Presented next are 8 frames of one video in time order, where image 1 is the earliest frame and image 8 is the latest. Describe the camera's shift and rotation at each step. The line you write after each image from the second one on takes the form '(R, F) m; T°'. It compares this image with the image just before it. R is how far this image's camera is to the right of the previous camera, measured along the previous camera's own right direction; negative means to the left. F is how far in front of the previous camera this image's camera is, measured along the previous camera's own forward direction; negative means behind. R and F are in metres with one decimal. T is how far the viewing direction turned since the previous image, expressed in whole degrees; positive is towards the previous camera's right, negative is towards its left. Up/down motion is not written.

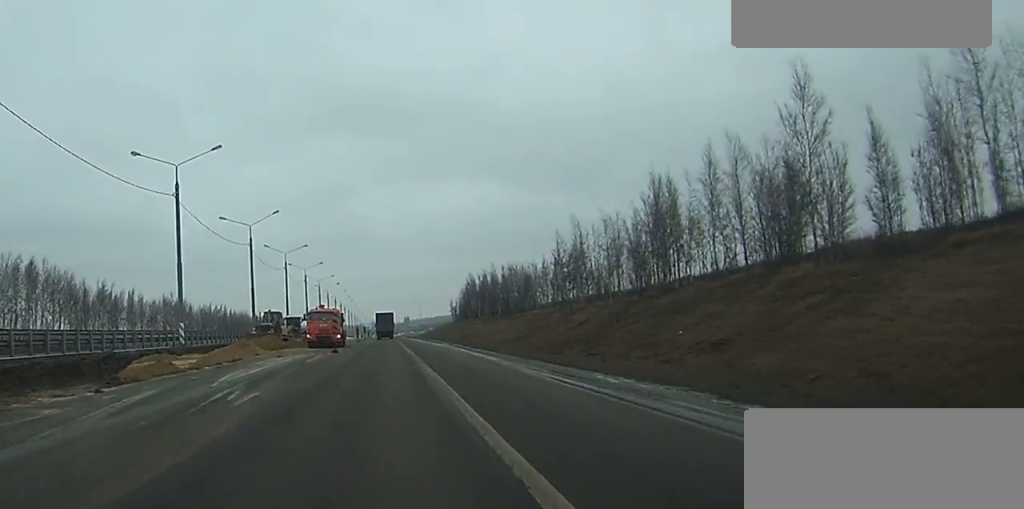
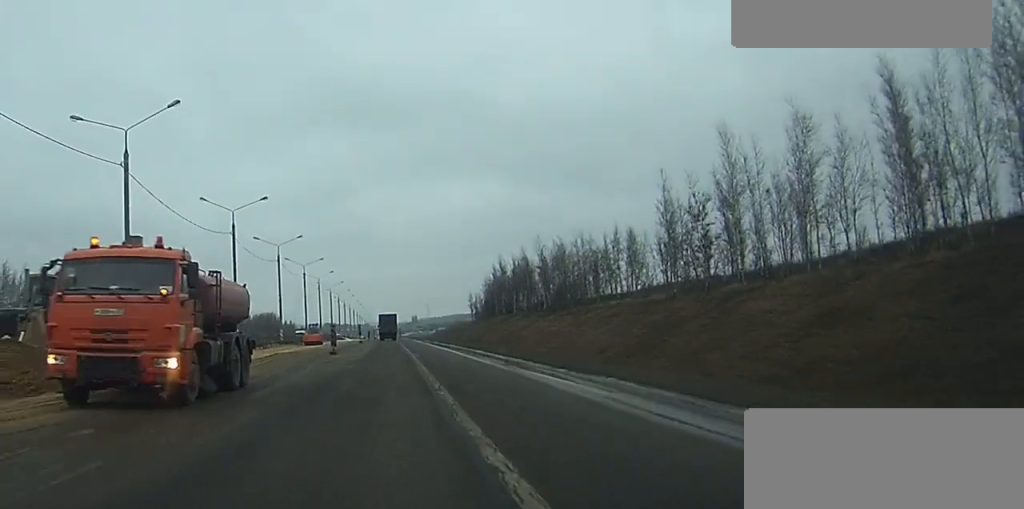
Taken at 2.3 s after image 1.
(-0.1, +45.3) m; -1°
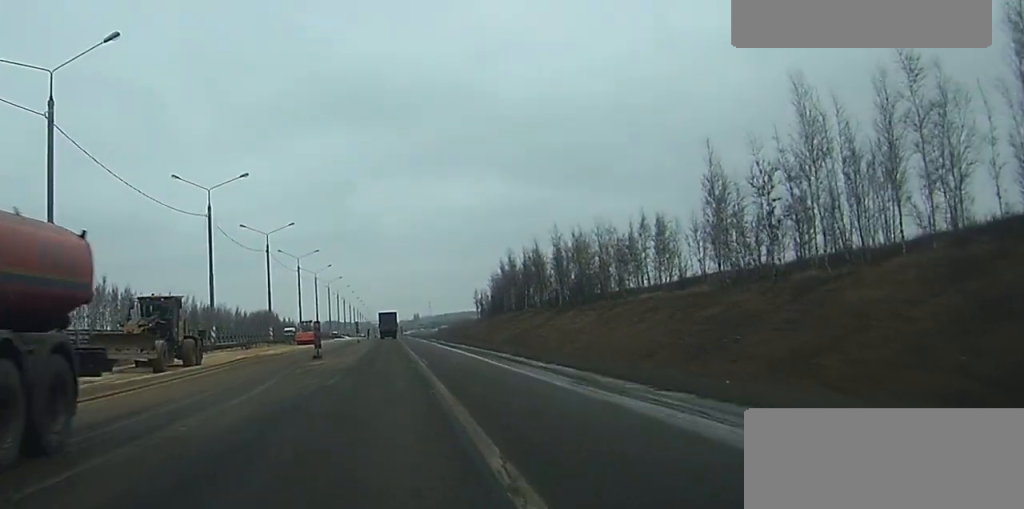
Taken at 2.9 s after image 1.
(0.0, +11.1) m; 0°
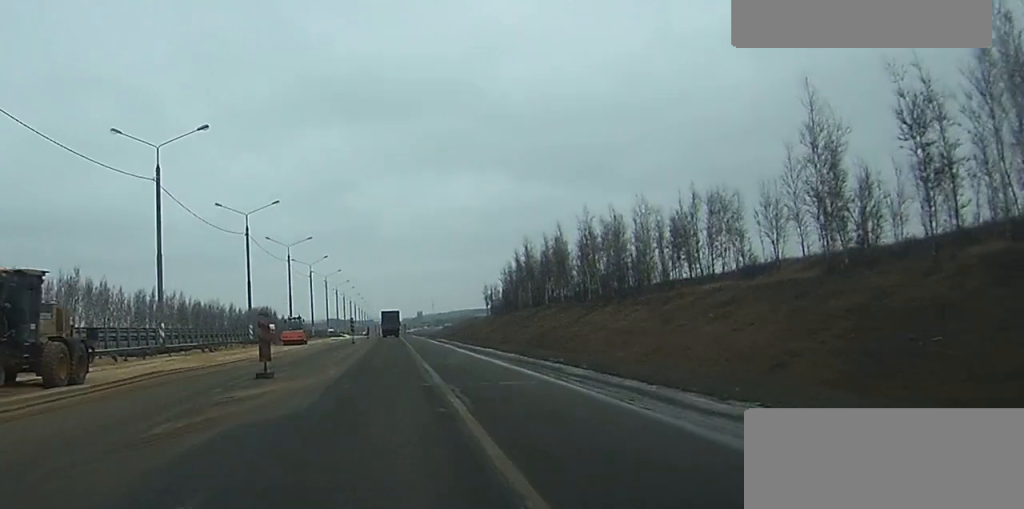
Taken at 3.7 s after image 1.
(-0.1, +15.7) m; 0°
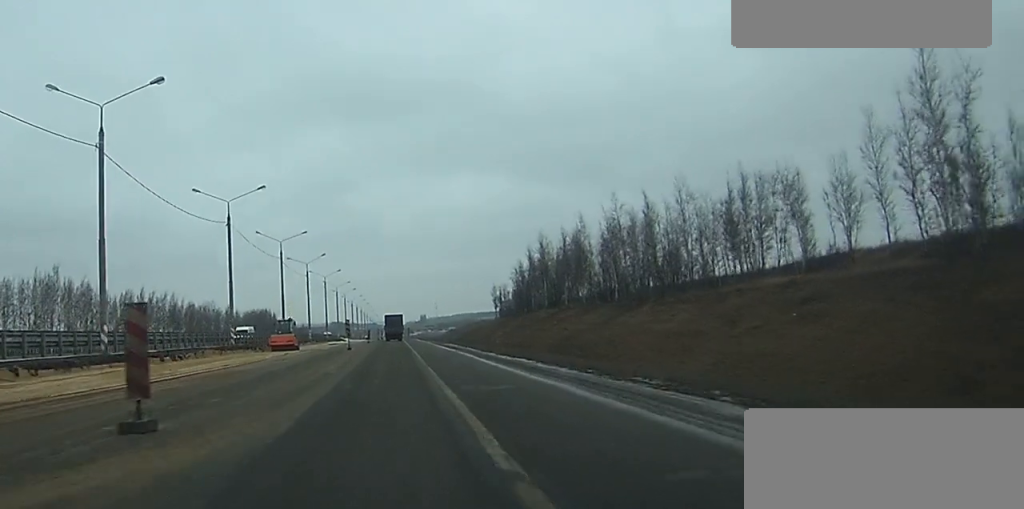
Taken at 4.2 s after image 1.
(0.0, +11.1) m; 0°
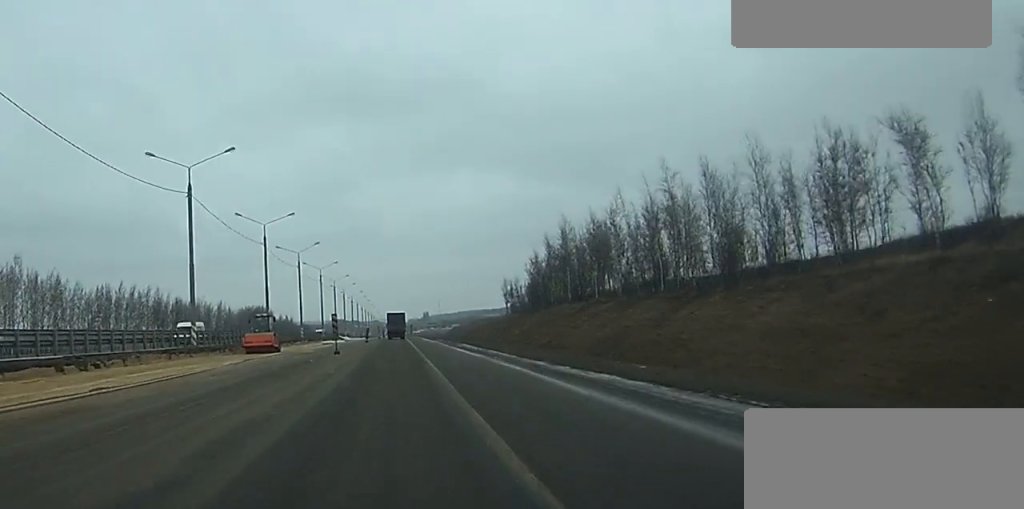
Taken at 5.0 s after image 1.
(0.0, +15.1) m; 0°
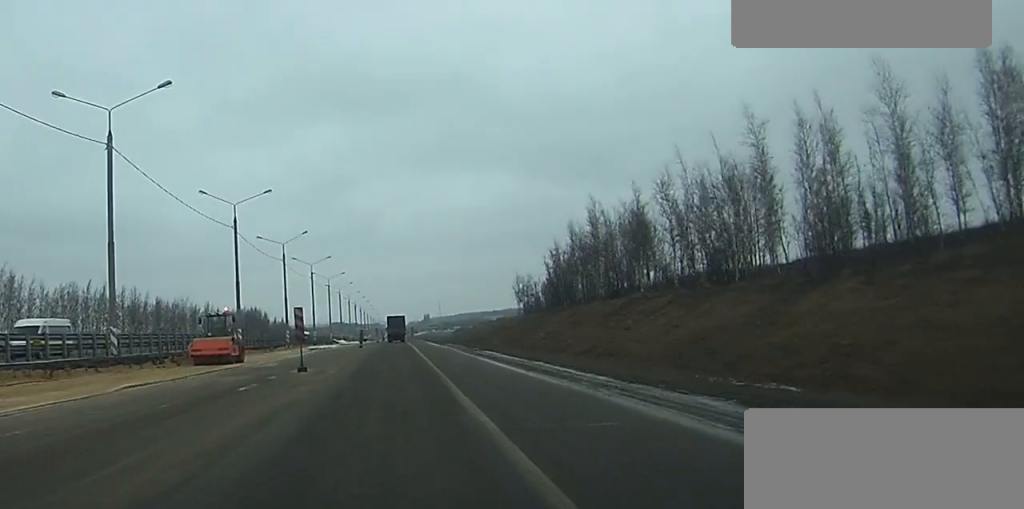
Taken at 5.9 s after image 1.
(0.0, +17.1) m; 0°
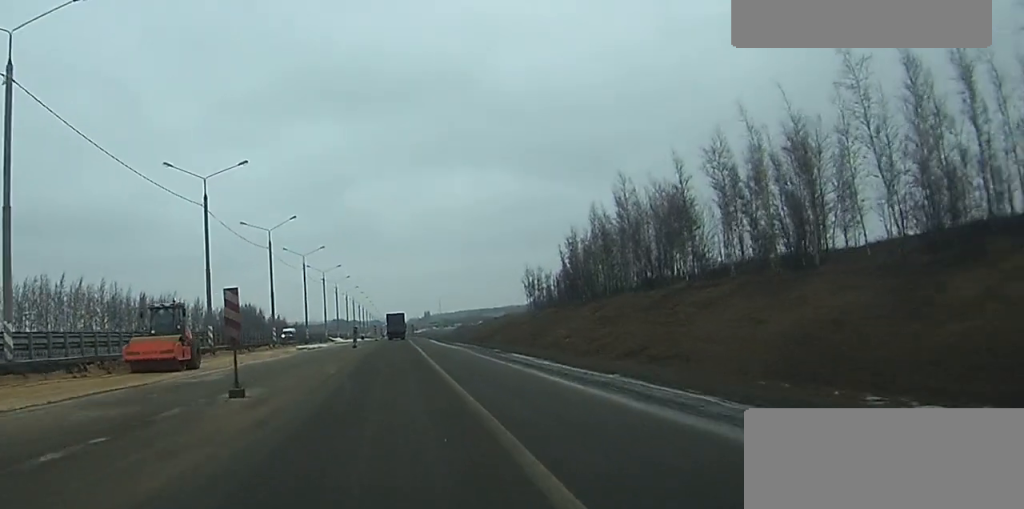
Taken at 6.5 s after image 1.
(+0.1, +11.9) m; 0°
